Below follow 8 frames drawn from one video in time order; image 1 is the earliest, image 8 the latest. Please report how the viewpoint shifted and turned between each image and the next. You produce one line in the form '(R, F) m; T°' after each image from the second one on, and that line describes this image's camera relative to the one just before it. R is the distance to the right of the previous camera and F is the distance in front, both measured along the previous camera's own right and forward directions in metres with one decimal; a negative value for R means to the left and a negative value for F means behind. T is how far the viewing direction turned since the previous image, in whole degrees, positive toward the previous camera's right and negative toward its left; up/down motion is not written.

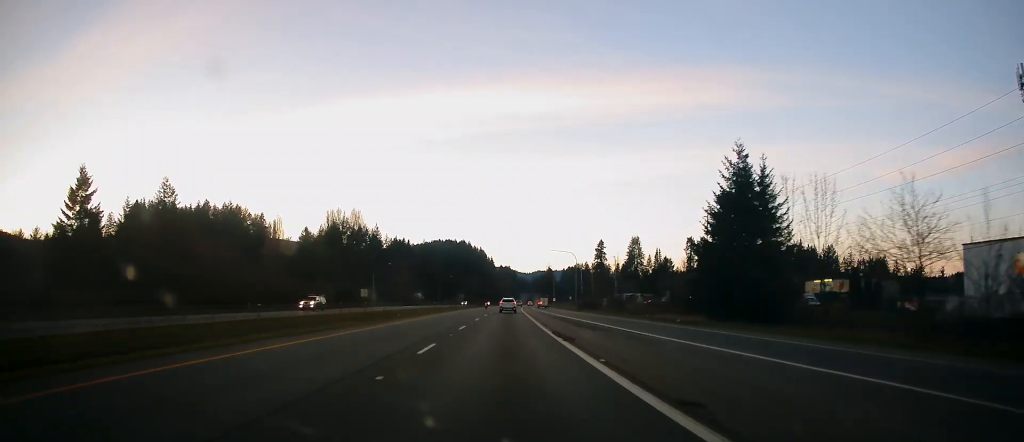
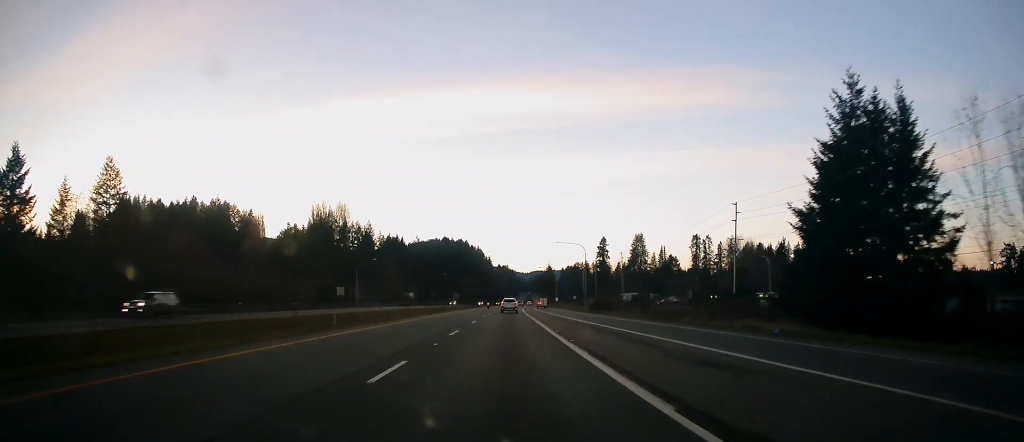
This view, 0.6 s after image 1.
(0.0, +17.1) m; 0°
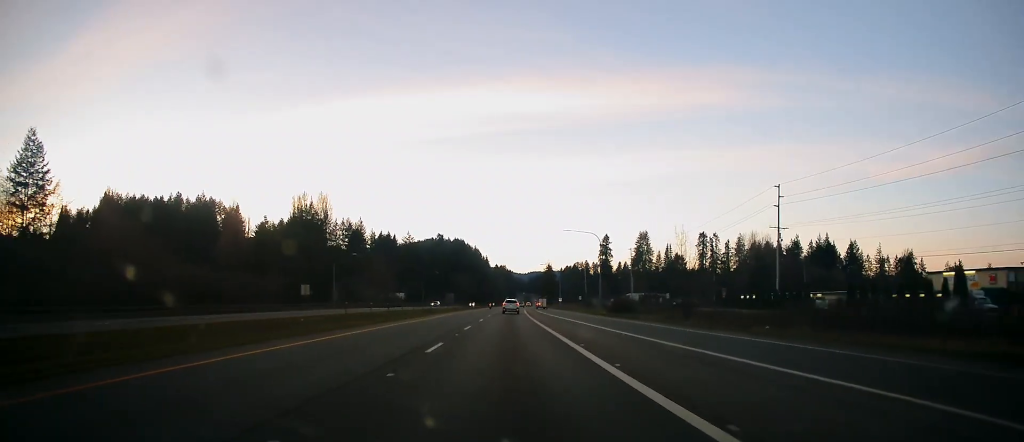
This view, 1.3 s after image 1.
(0.0, +19.0) m; 0°
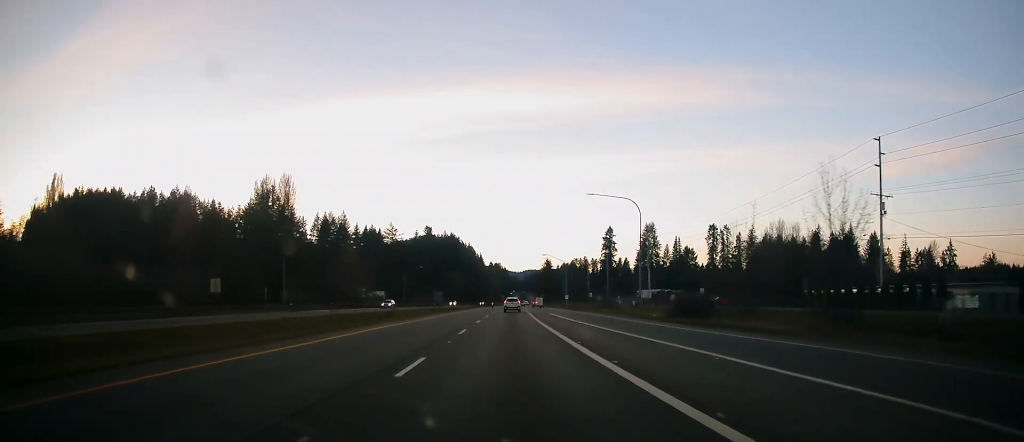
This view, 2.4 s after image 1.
(+0.1, +28.8) m; 0°
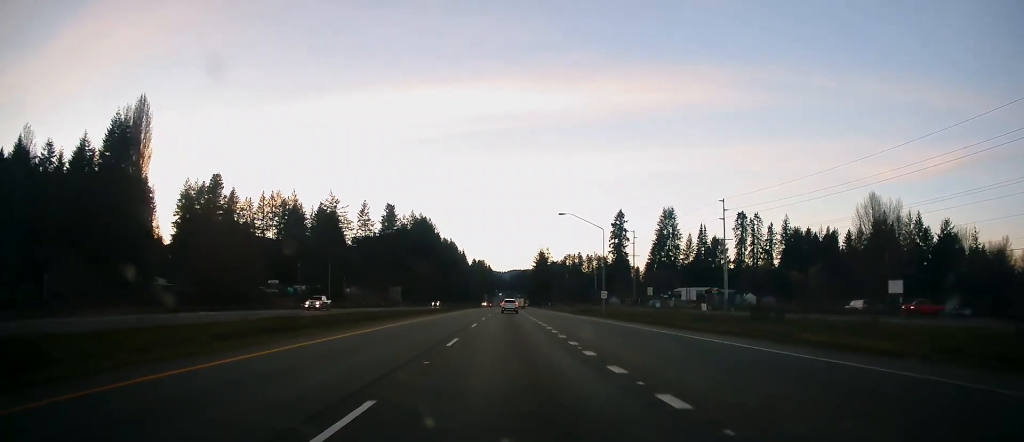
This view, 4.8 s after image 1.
(+0.2, +65.6) m; 0°
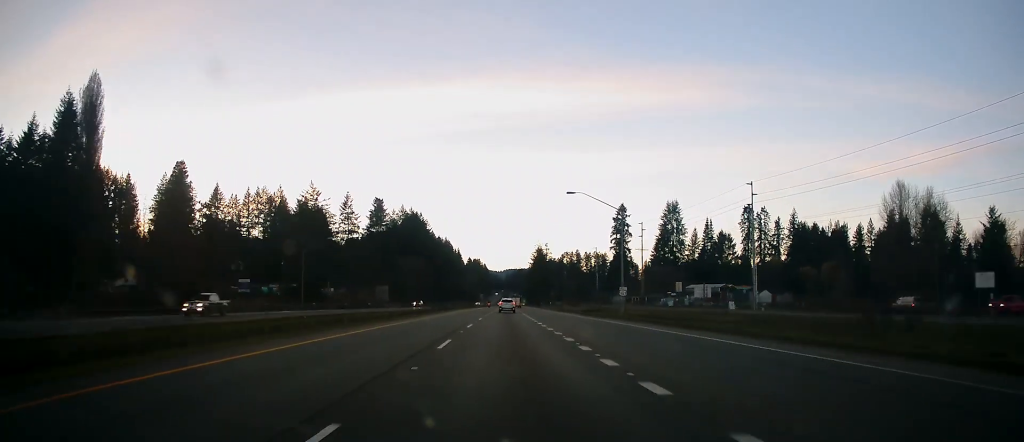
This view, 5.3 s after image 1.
(-0.1, +13.5) m; +1°
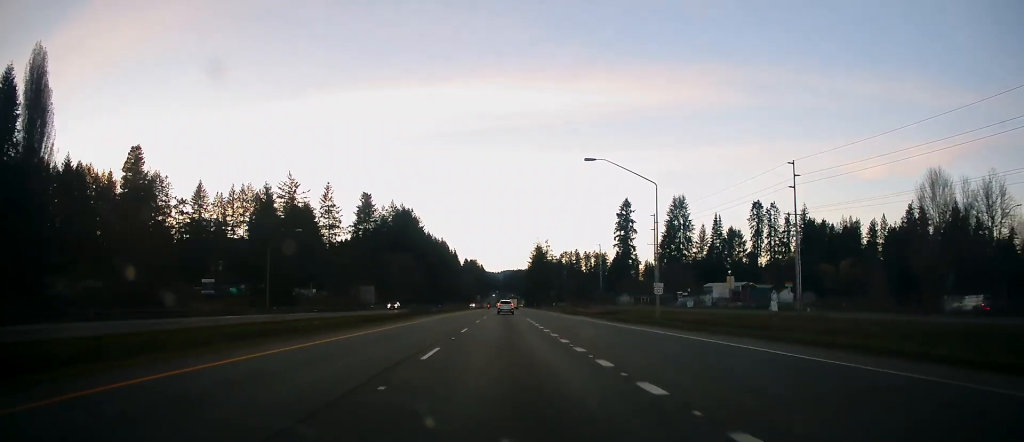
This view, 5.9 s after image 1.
(0.0, +14.4) m; +1°
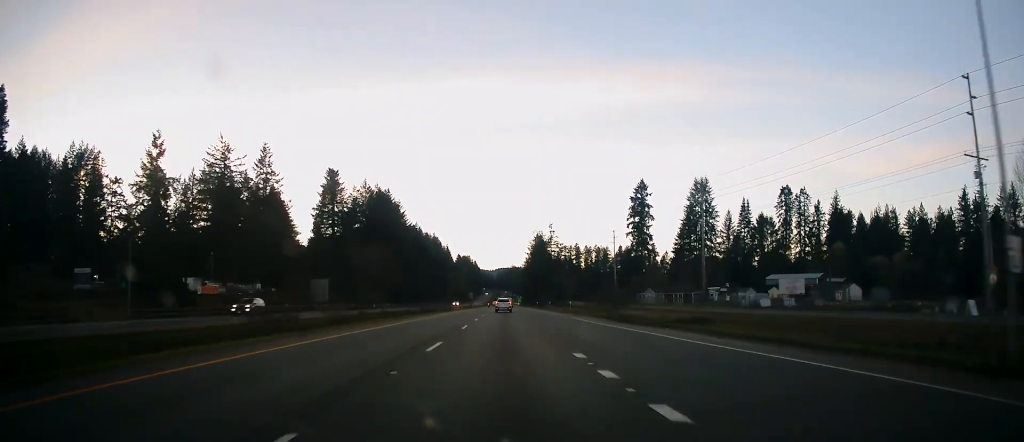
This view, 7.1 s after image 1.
(+0.7, +34.6) m; +1°
